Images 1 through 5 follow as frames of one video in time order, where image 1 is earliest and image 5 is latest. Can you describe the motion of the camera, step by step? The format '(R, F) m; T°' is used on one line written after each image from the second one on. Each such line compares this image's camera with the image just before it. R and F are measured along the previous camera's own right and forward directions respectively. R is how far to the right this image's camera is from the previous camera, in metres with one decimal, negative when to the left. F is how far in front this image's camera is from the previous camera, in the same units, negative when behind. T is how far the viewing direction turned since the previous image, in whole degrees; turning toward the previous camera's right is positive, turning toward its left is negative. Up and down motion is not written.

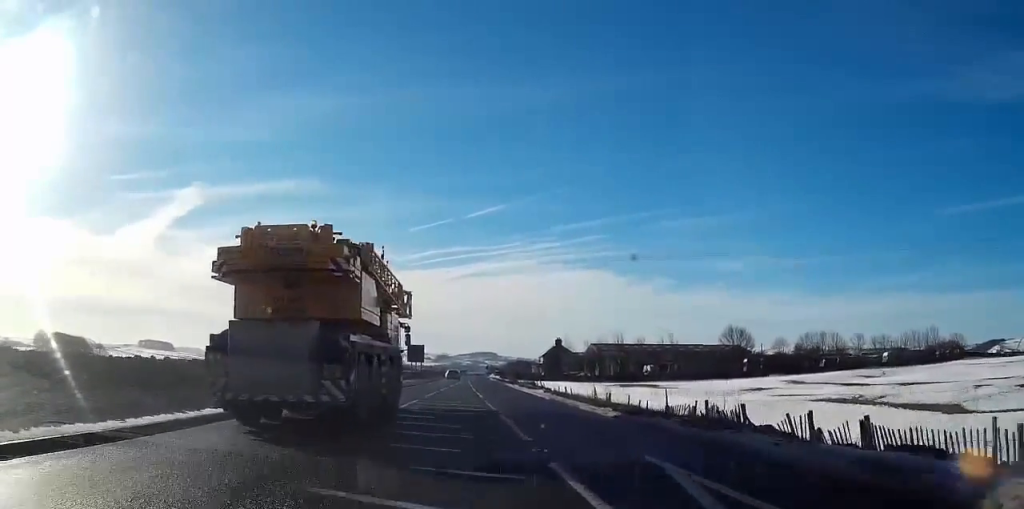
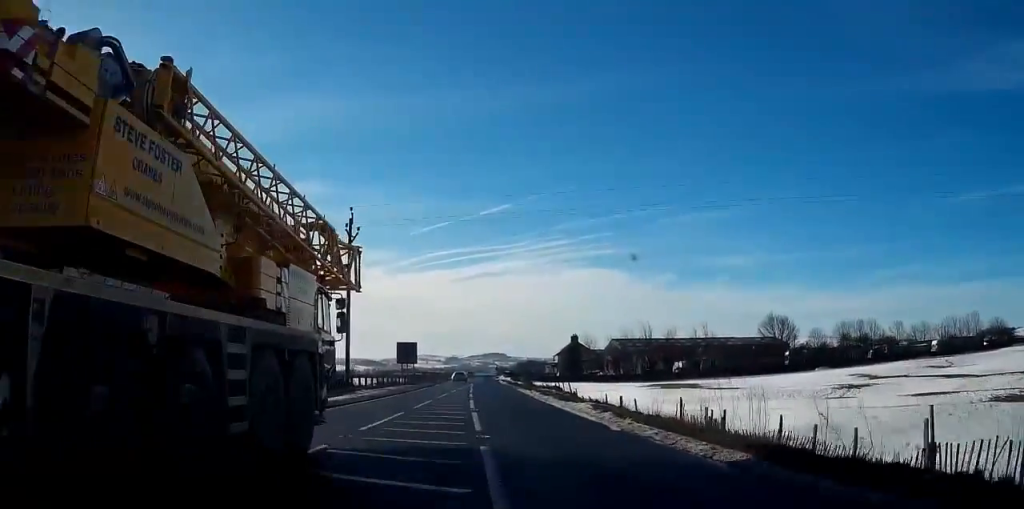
(+0.2, +16.5) m; 0°
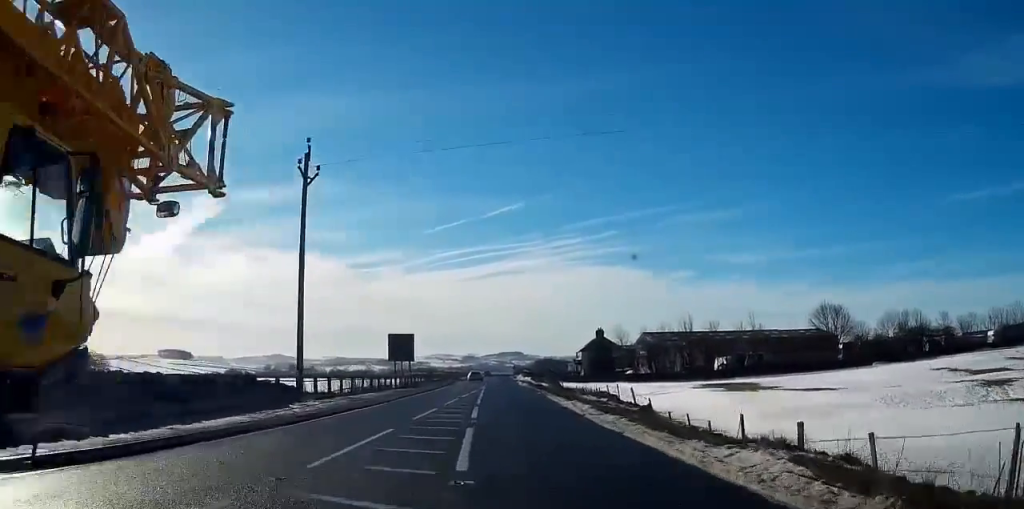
(-0.1, +14.8) m; -1°
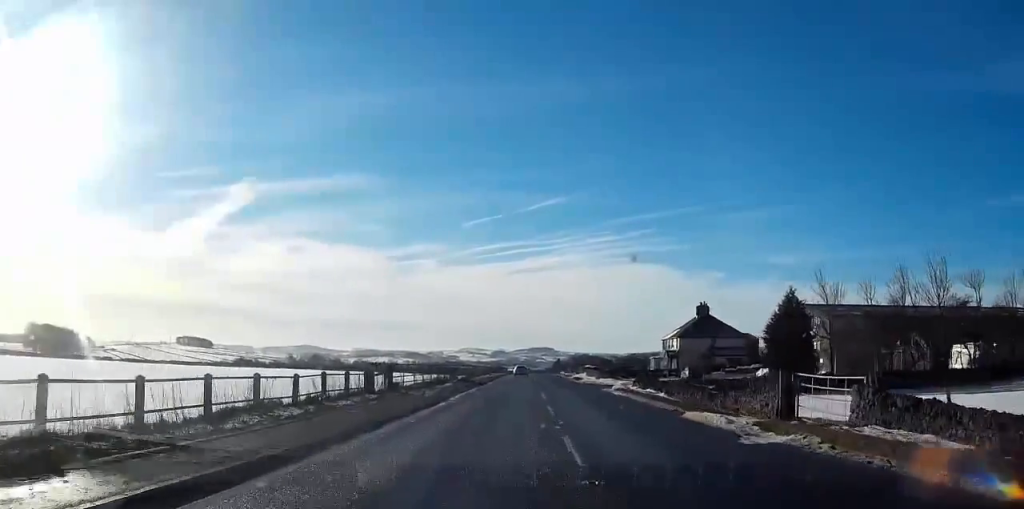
(-1.5, +53.6) m; -2°
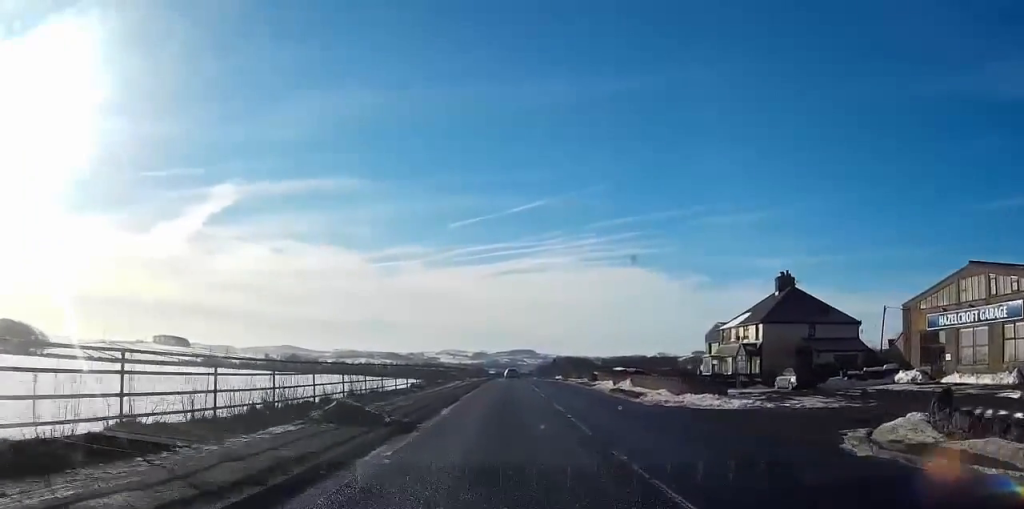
(0.0, +32.6) m; +1°
